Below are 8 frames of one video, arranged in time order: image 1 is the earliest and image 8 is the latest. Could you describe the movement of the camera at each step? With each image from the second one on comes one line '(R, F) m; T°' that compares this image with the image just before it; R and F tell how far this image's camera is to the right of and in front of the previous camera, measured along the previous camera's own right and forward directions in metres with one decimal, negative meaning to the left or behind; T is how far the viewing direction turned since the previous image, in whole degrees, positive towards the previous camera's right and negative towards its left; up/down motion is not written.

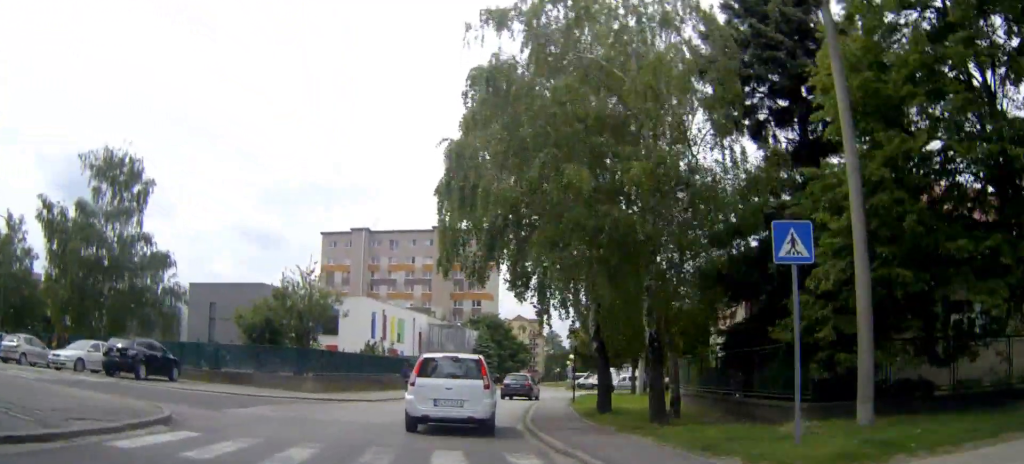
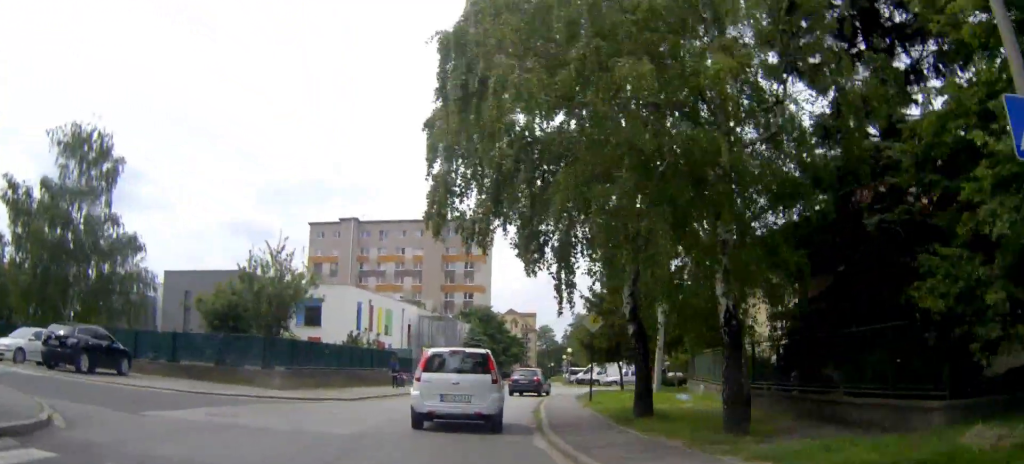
(0.0, +4.2) m; 0°
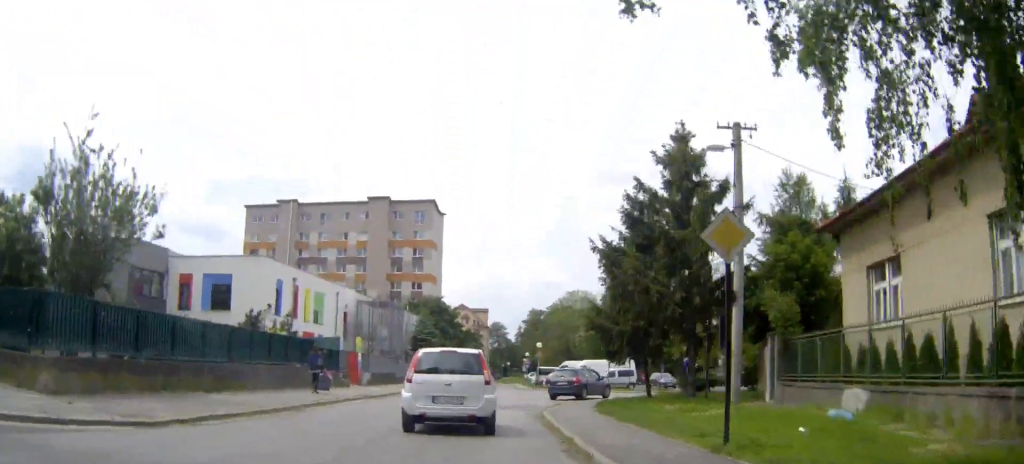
(+0.1, +12.2) m; +2°
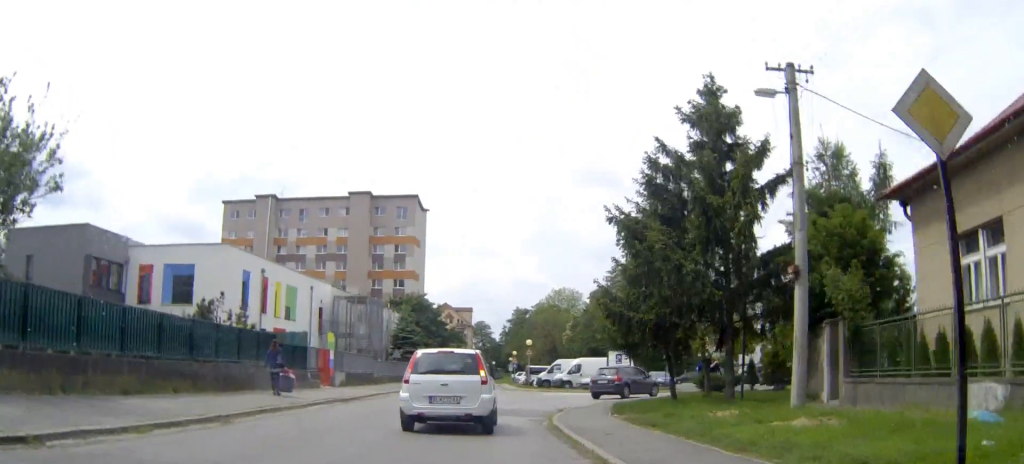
(+0.1, +3.5) m; +1°
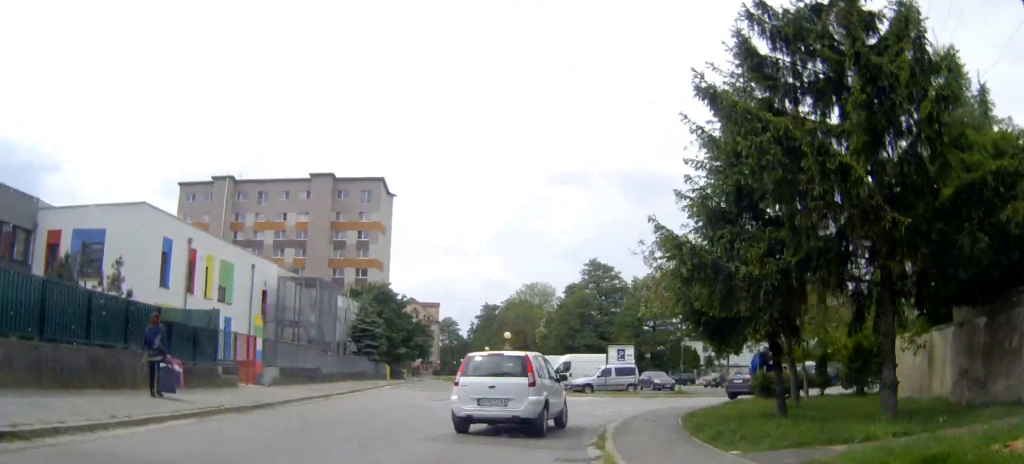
(+0.1, +6.3) m; +3°
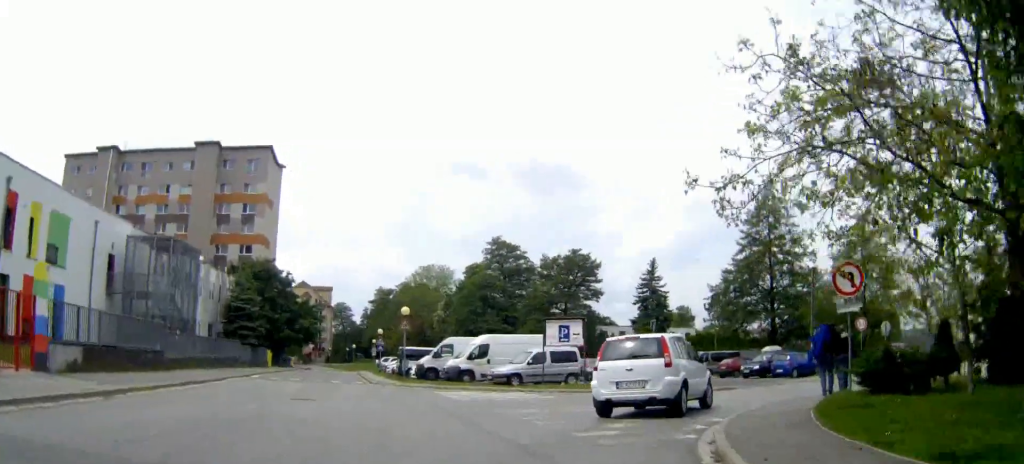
(+0.4, +8.3) m; +6°
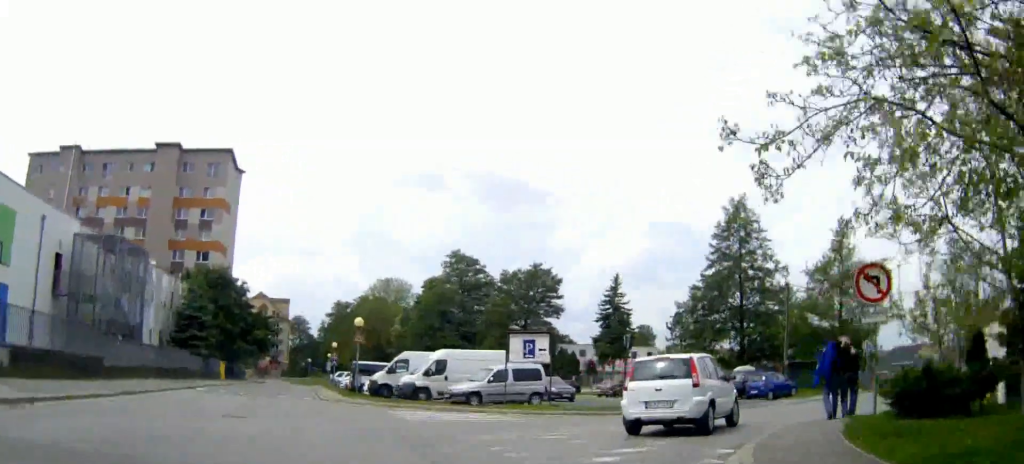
(+0.1, +3.1) m; +3°
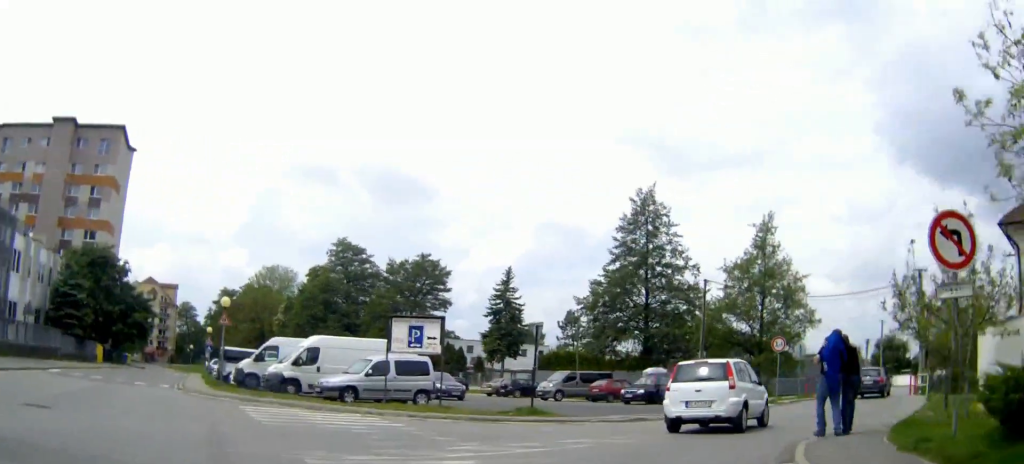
(+0.3, +6.1) m; +8°
